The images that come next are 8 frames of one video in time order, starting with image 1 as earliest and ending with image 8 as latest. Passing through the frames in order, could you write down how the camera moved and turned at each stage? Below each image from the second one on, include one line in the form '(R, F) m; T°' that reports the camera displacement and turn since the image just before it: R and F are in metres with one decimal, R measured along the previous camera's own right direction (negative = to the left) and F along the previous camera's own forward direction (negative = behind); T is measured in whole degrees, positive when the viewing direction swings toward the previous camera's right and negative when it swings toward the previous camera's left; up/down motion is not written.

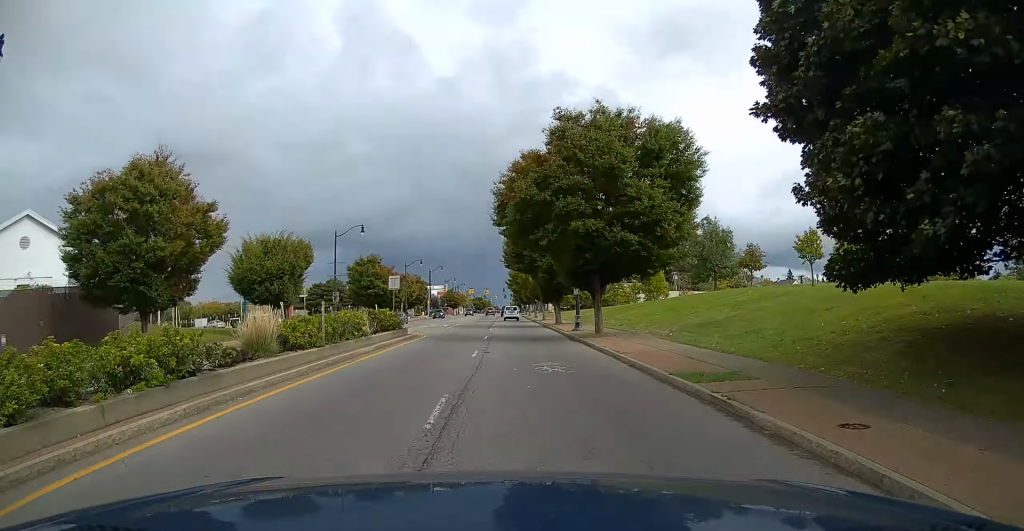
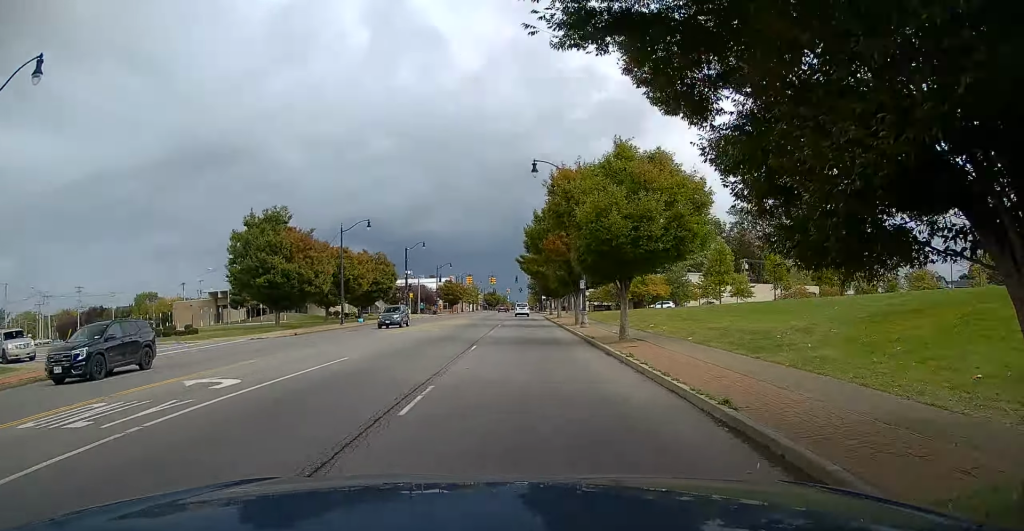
(0.0, +47.3) m; 0°
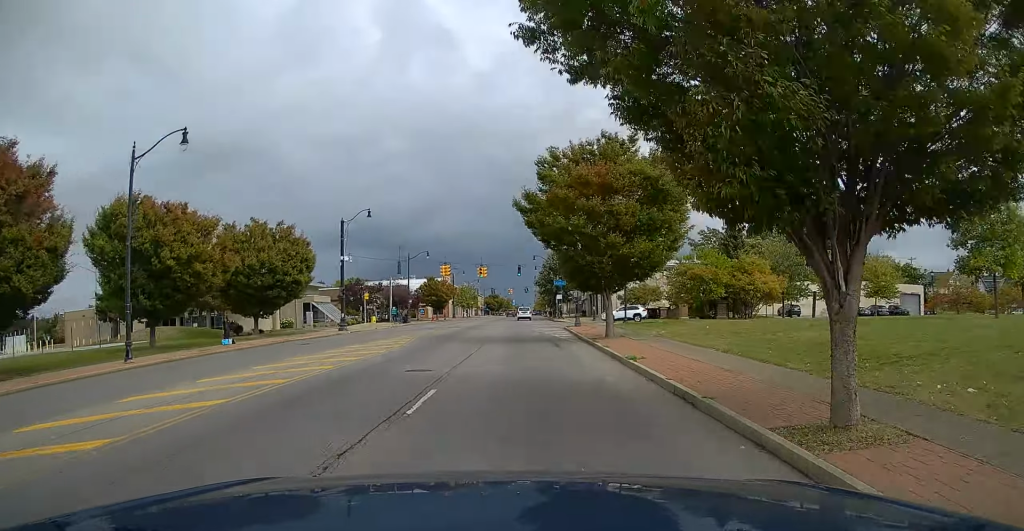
(-0.2, +35.7) m; -1°
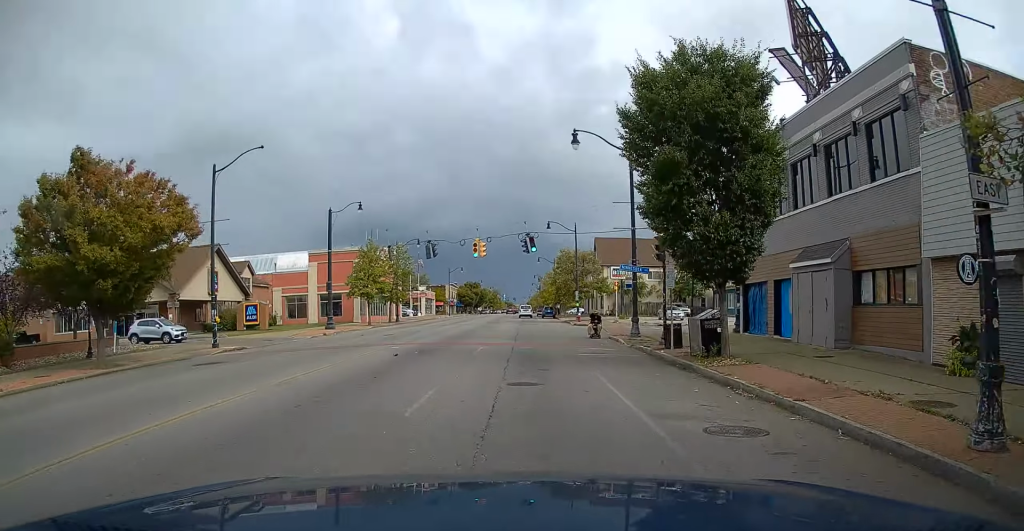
(-0.8, +96.2) m; -1°
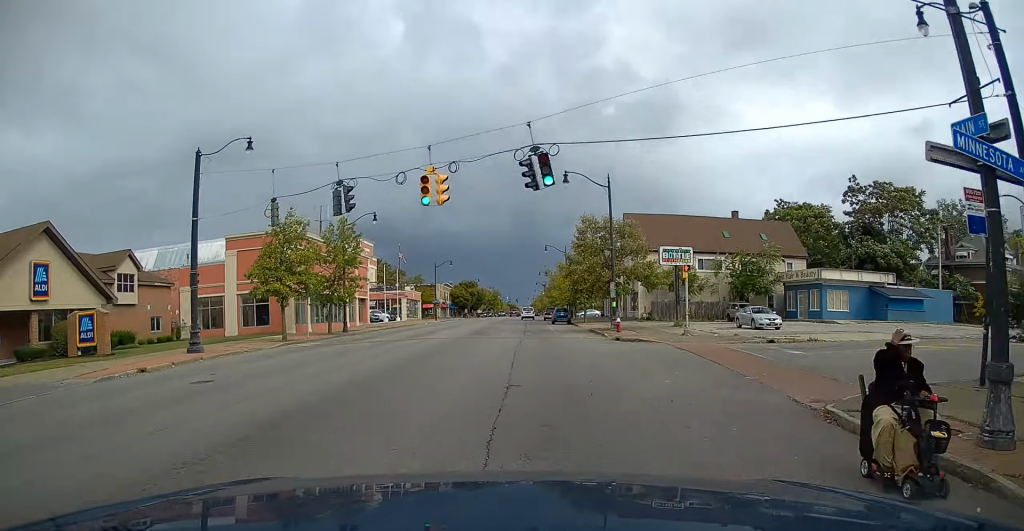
(-0.1, +24.6) m; 0°
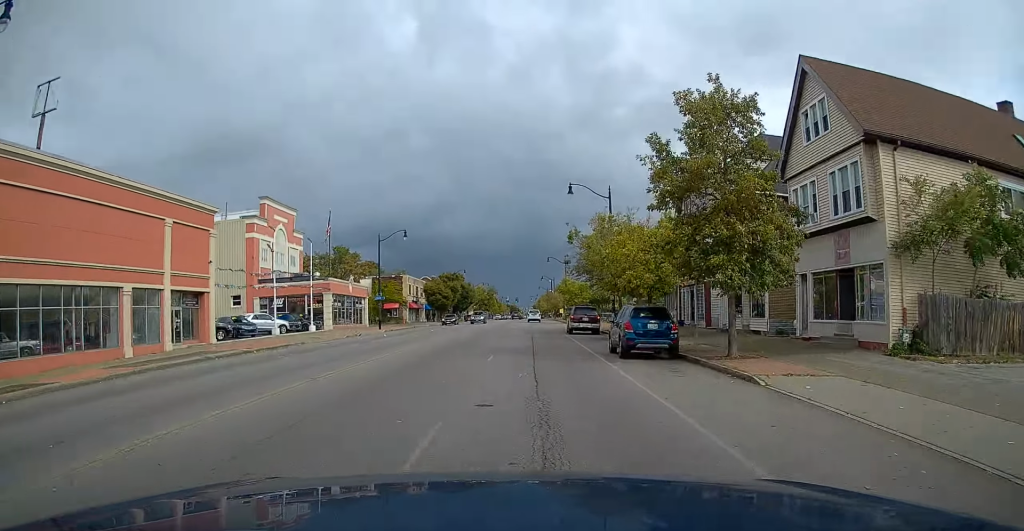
(0.0, +44.6) m; 0°
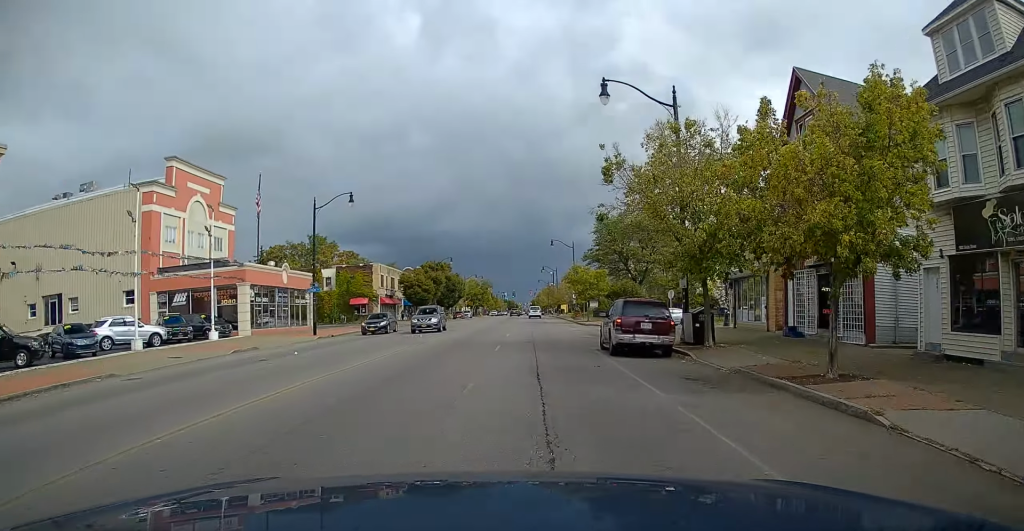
(0.0, +20.8) m; 0°
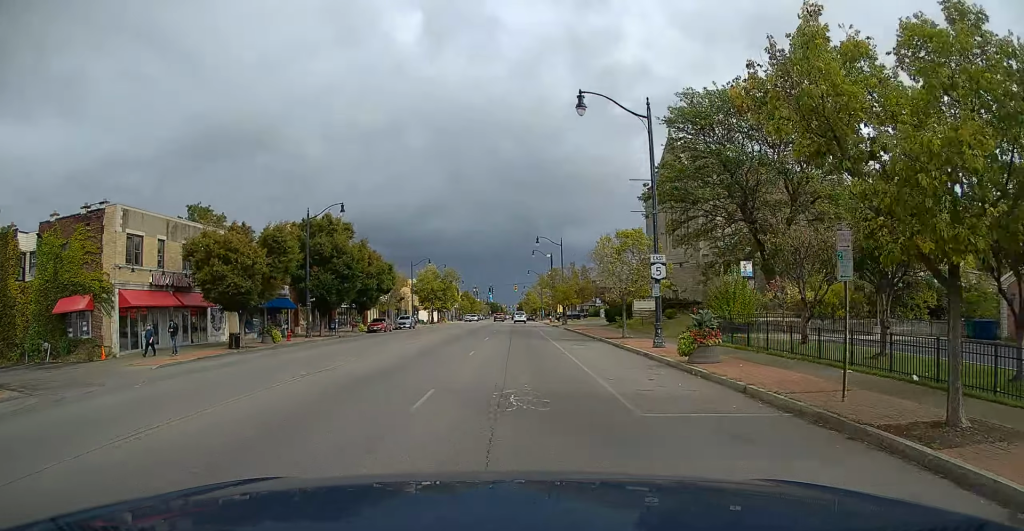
(+0.4, +57.4) m; +1°
